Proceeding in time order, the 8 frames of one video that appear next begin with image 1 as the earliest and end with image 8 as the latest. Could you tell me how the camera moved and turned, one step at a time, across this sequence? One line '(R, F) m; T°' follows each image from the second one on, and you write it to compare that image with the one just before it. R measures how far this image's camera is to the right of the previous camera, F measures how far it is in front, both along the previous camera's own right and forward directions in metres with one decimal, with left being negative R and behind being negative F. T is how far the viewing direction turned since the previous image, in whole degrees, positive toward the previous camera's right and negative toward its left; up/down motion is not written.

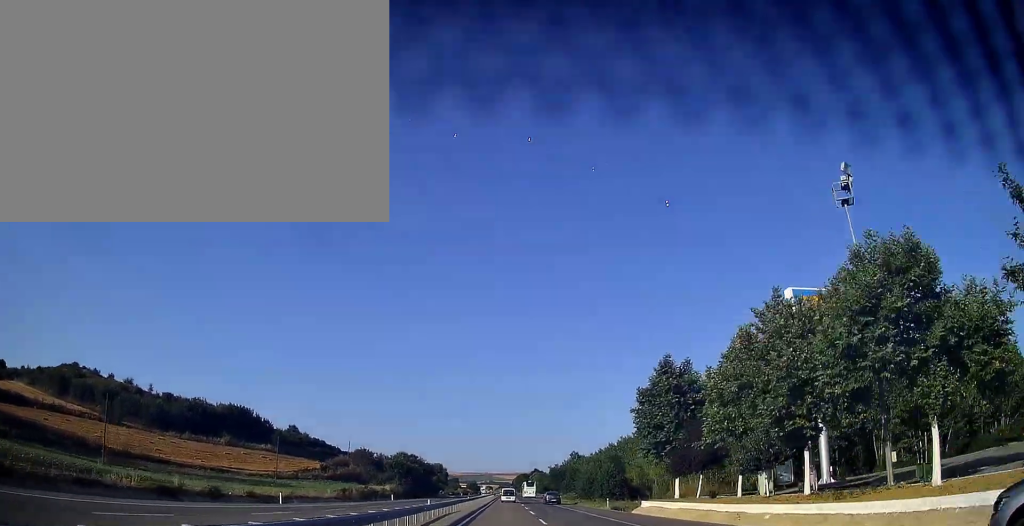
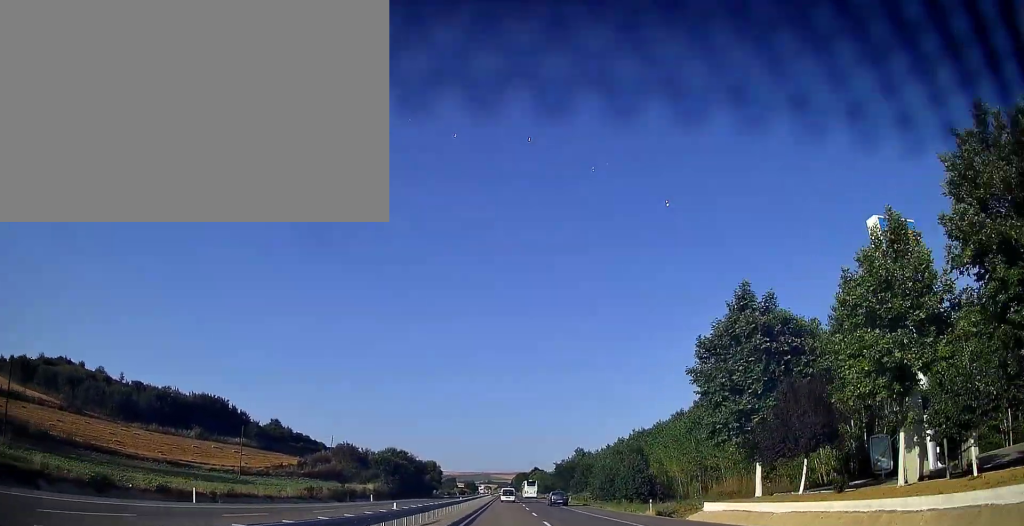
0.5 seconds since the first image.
(0.0, +14.8) m; 0°
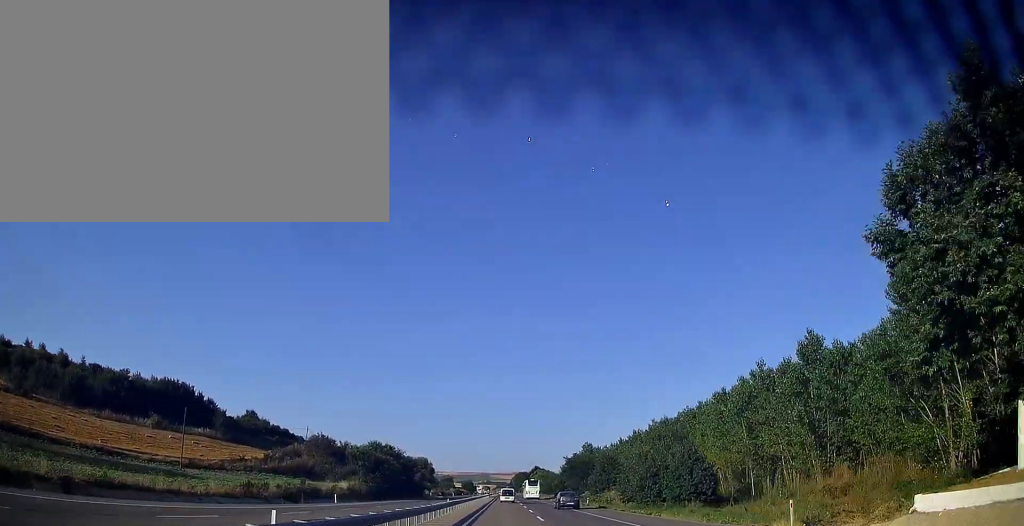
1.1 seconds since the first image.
(0.0, +17.7) m; 0°
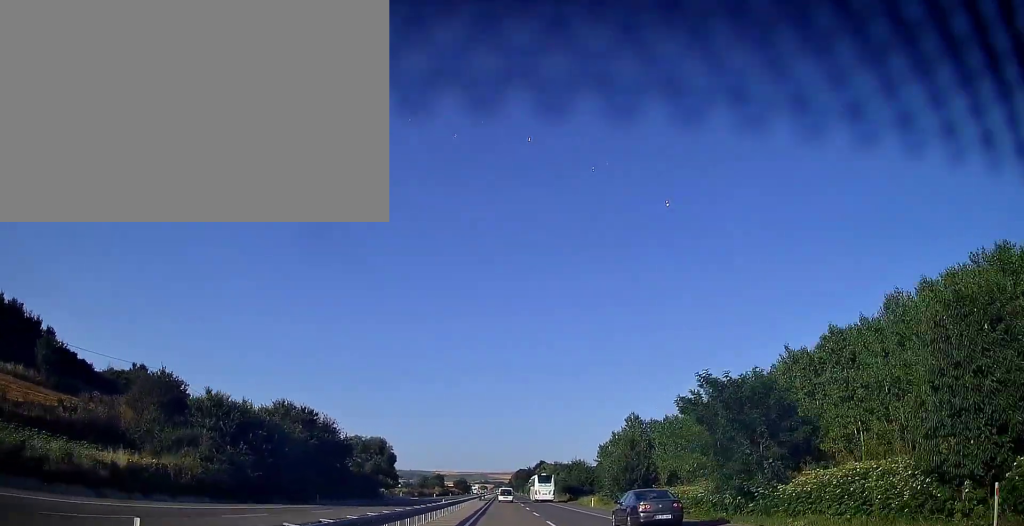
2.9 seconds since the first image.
(+0.3, +54.3) m; +1°
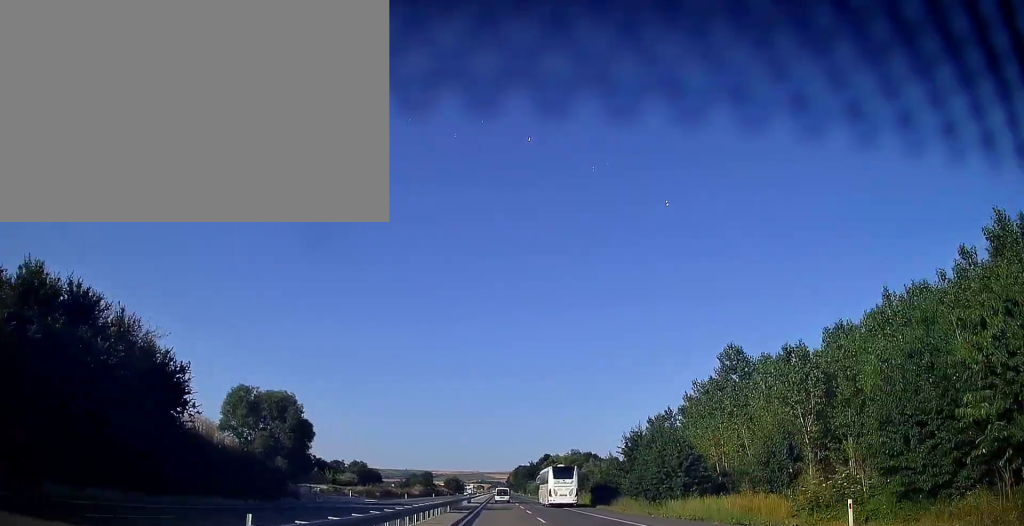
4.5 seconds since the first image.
(0.0, +46.4) m; 0°
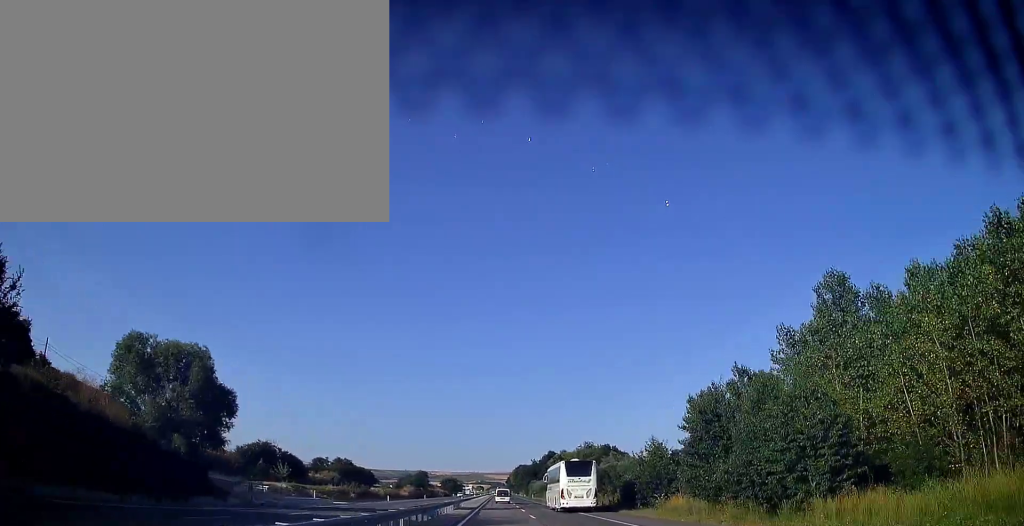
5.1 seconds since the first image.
(0.0, +18.7) m; 0°
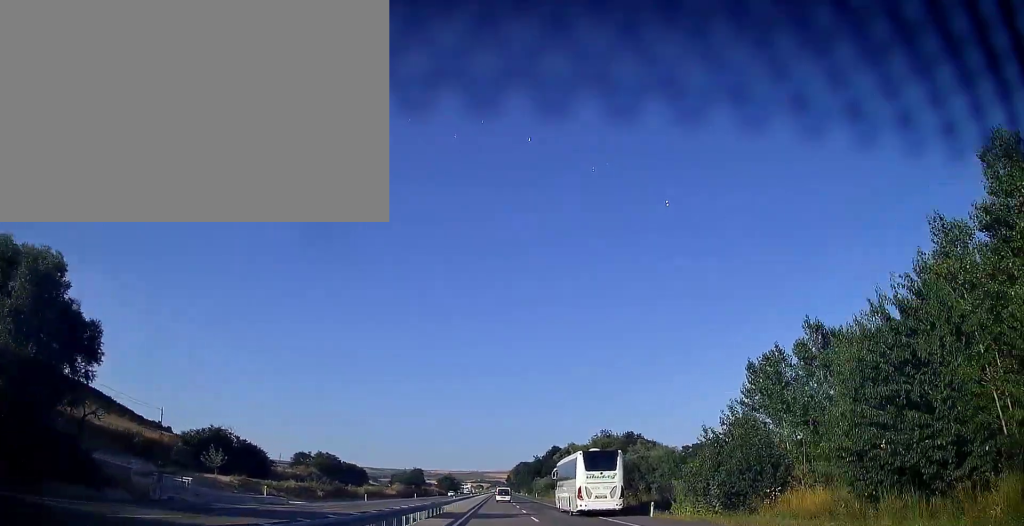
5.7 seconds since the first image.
(0.0, +16.7) m; 0°
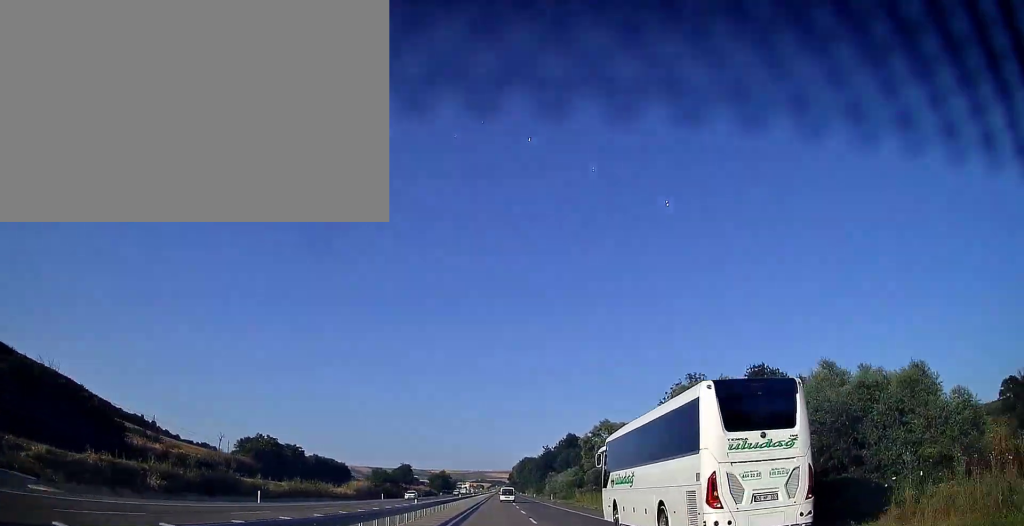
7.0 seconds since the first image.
(0.0, +38.2) m; 0°
